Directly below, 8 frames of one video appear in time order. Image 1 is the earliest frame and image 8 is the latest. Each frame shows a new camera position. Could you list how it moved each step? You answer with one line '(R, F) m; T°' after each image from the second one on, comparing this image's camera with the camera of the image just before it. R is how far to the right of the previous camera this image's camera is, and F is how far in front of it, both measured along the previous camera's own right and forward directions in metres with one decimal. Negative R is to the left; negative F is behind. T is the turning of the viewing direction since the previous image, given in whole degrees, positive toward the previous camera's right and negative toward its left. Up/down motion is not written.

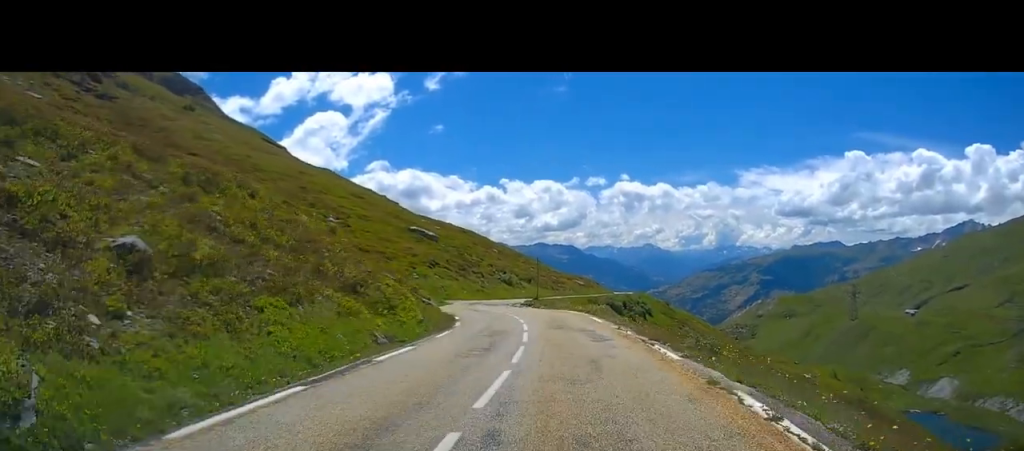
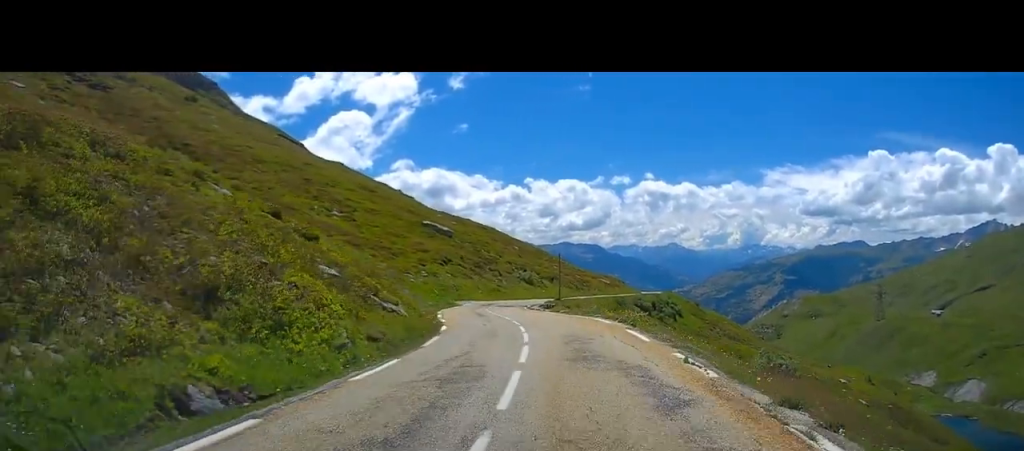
(-0.1, +9.7) m; -2°
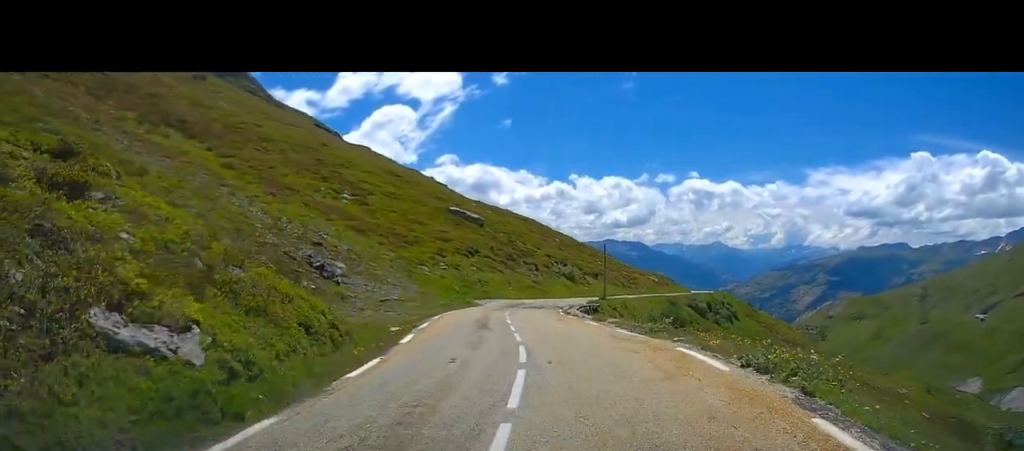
(-0.5, +12.8) m; -4°
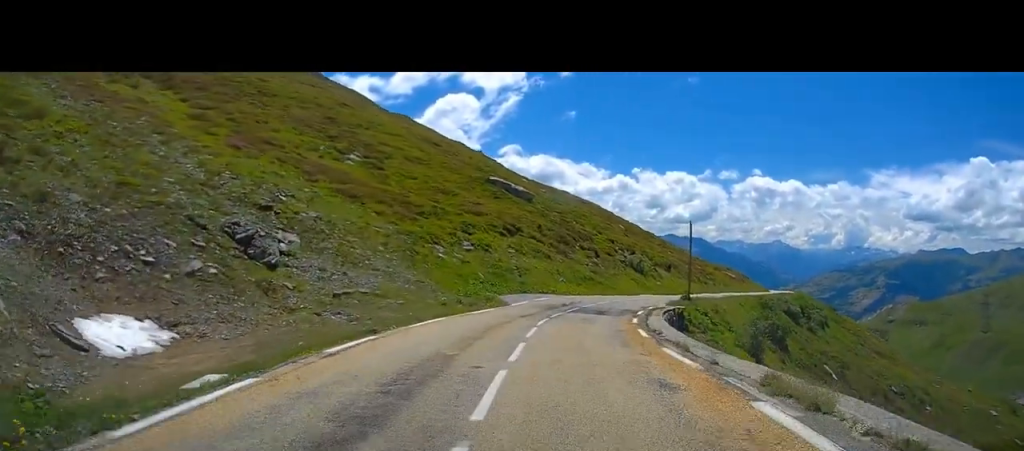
(-0.8, +14.8) m; -4°
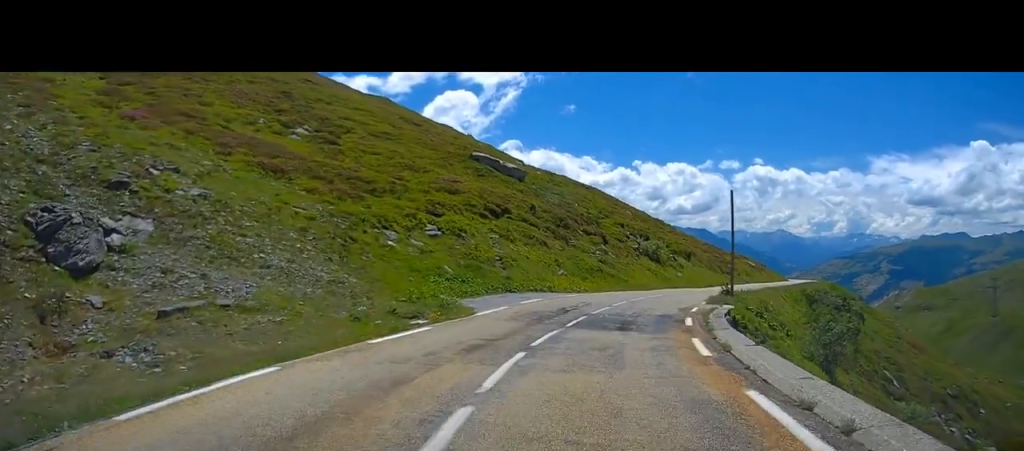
(-0.1, +9.5) m; +1°
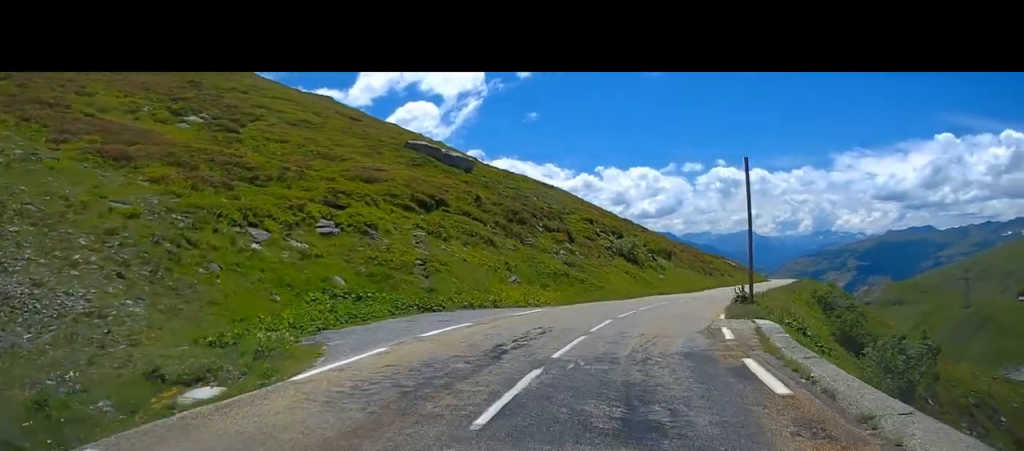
(+0.1, +9.6) m; +3°
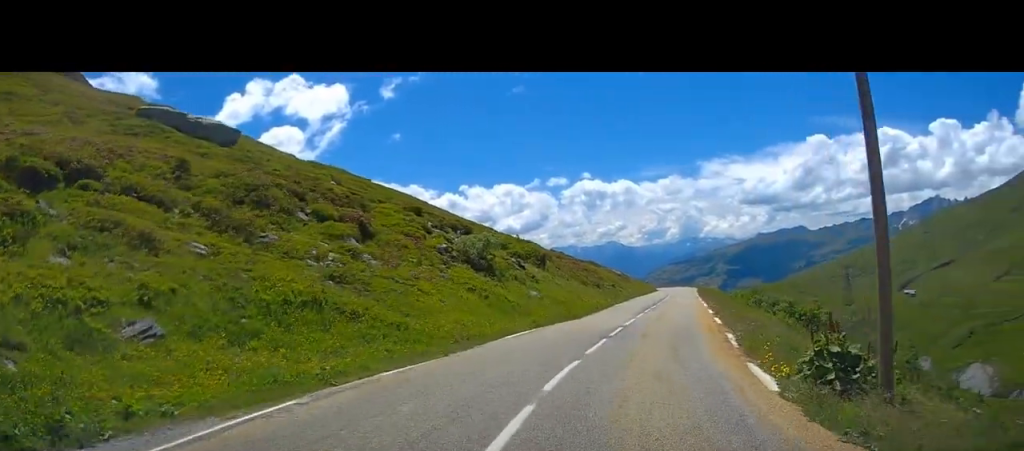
(+1.9, +22.3) m; +11°
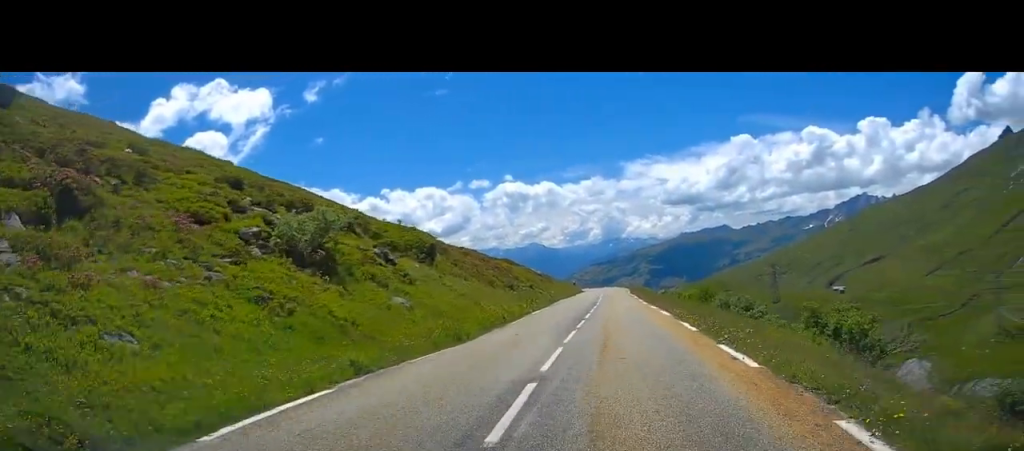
(+0.9, +15.4) m; +5°
